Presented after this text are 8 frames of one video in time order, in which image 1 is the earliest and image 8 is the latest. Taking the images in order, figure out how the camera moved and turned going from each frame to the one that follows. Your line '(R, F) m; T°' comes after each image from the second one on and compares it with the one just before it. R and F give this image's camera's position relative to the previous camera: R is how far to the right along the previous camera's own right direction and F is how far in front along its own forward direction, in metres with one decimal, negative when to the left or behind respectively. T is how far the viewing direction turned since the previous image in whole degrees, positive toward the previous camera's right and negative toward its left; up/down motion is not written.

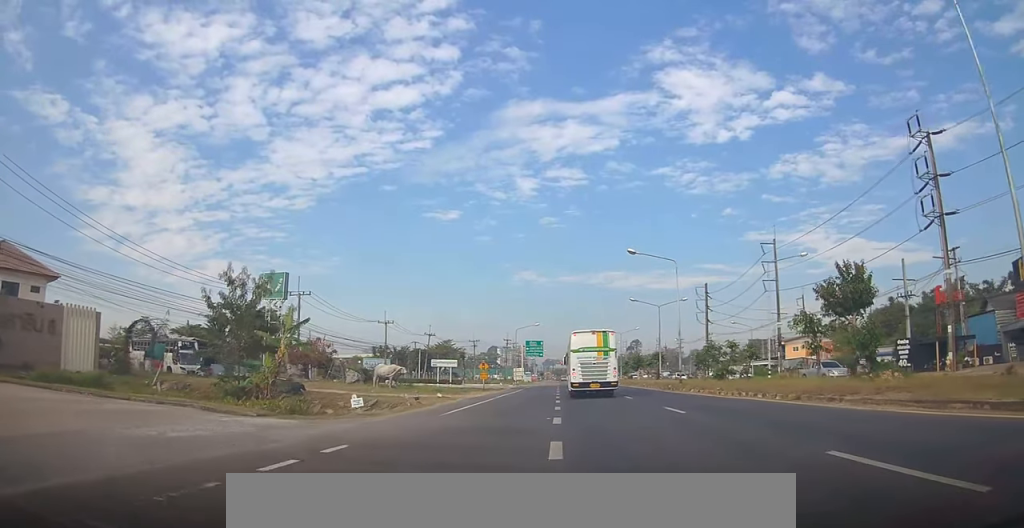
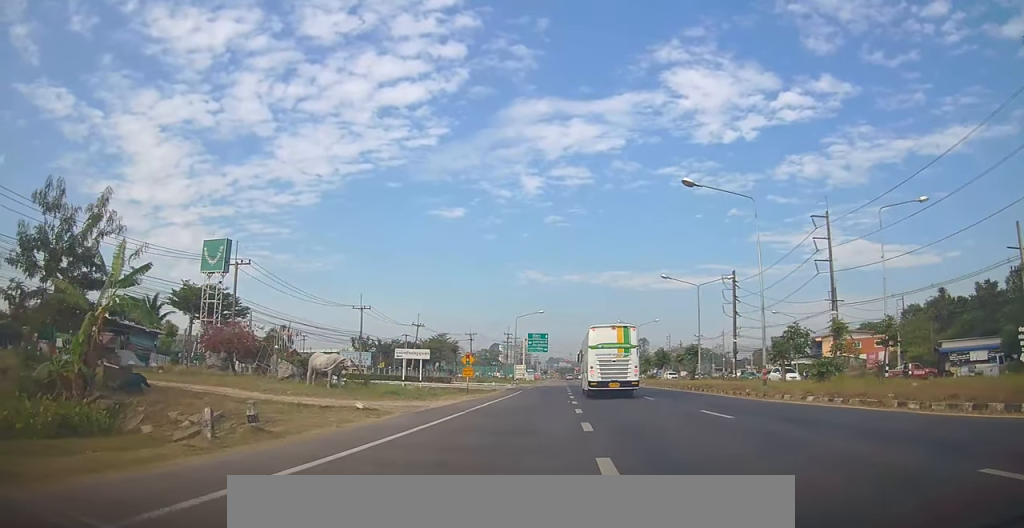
(+0.2, +15.7) m; -1°
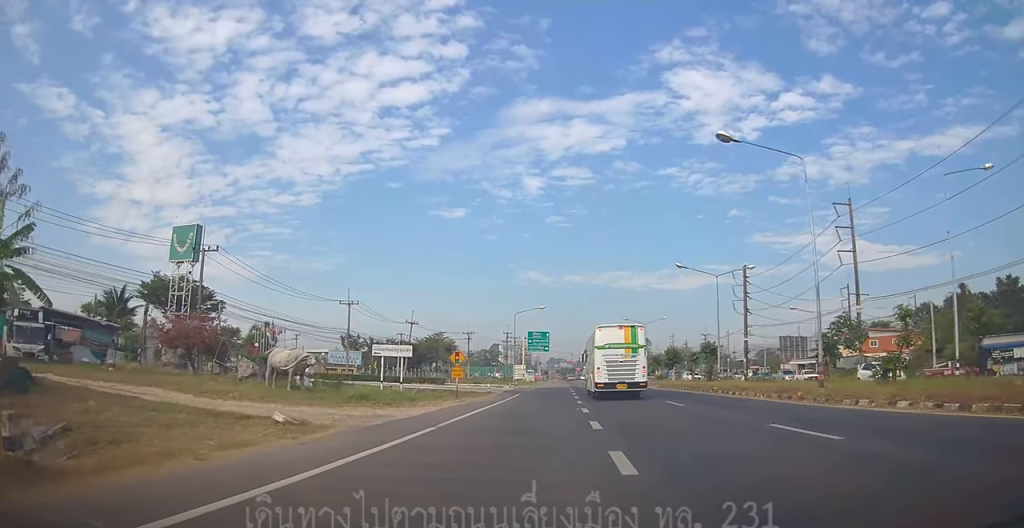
(-0.1, +5.7) m; -1°
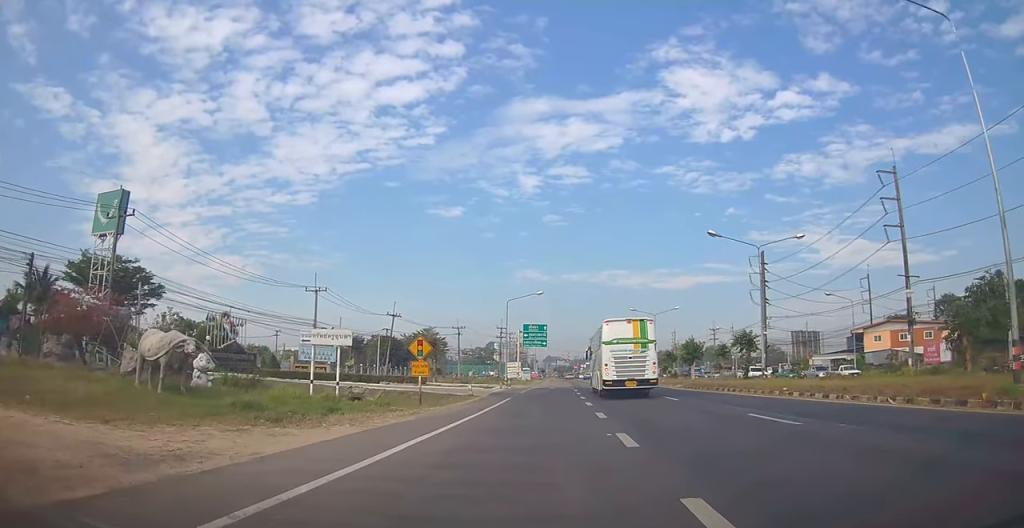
(-0.1, +10.2) m; 0°
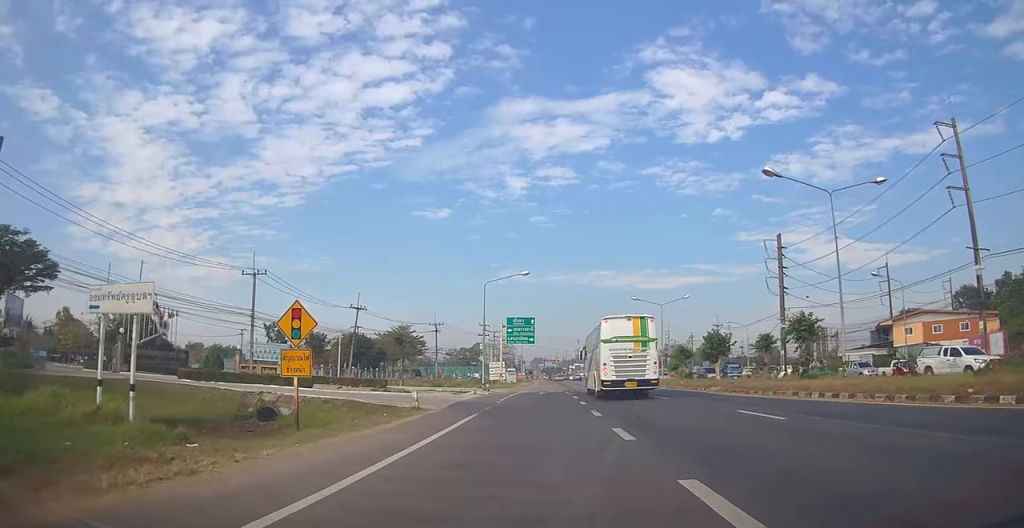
(+0.1, +12.2) m; +2°
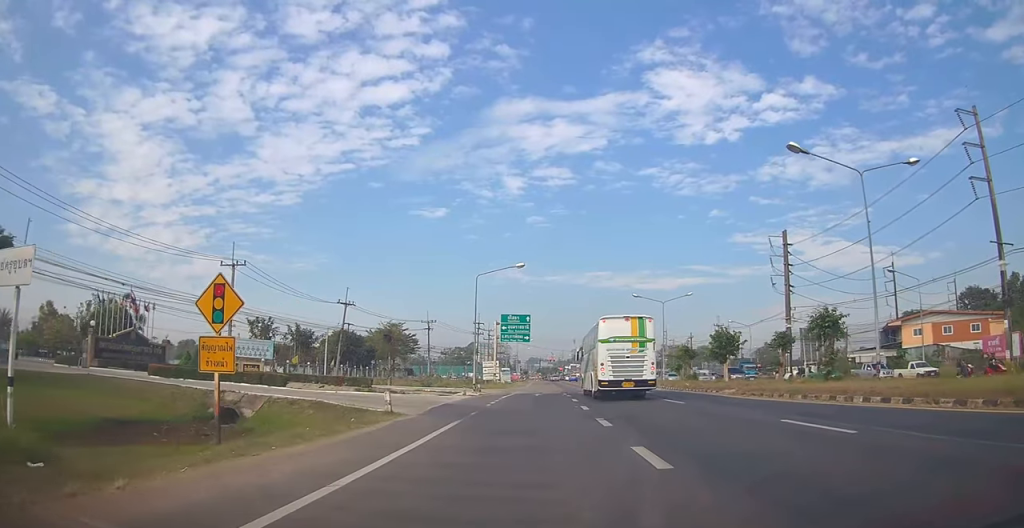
(0.0, +3.5) m; +1°
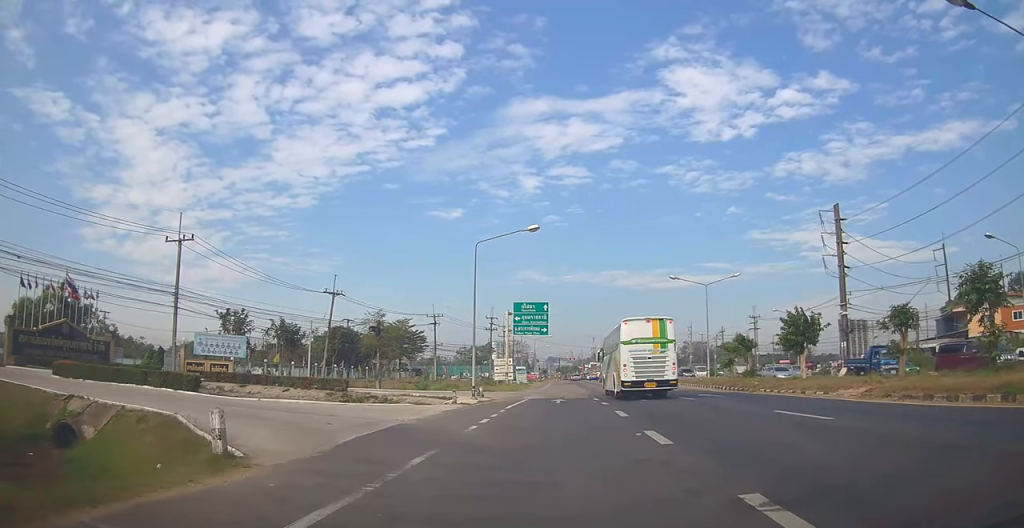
(+0.2, +11.7) m; -3°
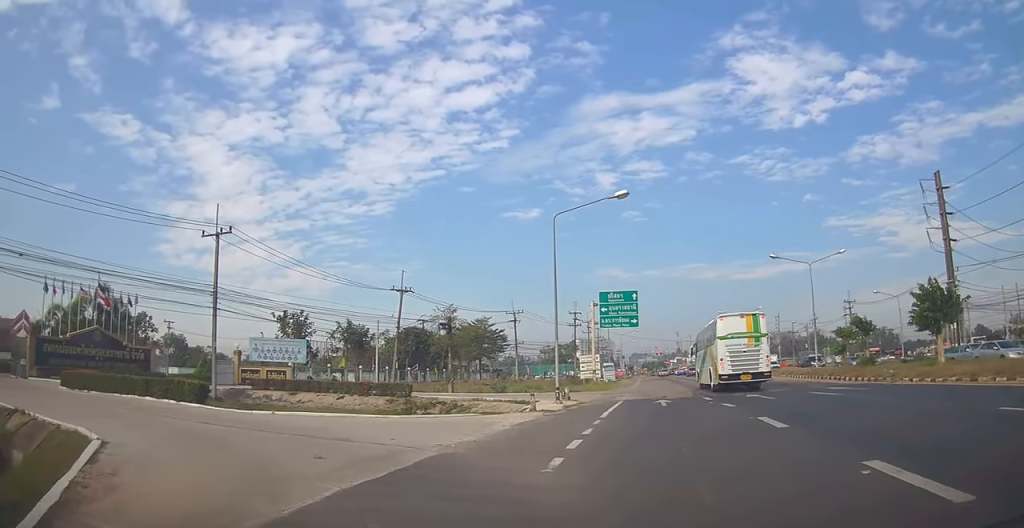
(-0.4, +6.7) m; -7°
